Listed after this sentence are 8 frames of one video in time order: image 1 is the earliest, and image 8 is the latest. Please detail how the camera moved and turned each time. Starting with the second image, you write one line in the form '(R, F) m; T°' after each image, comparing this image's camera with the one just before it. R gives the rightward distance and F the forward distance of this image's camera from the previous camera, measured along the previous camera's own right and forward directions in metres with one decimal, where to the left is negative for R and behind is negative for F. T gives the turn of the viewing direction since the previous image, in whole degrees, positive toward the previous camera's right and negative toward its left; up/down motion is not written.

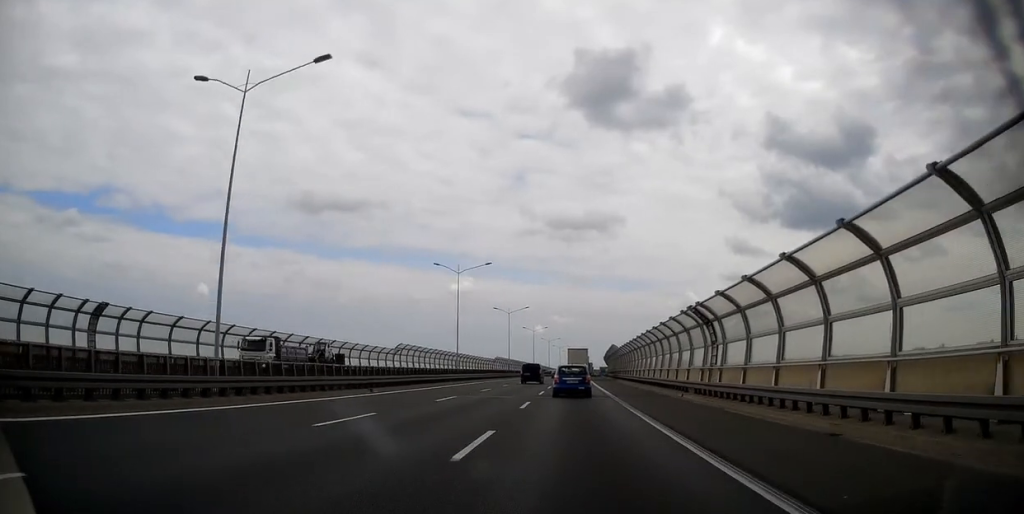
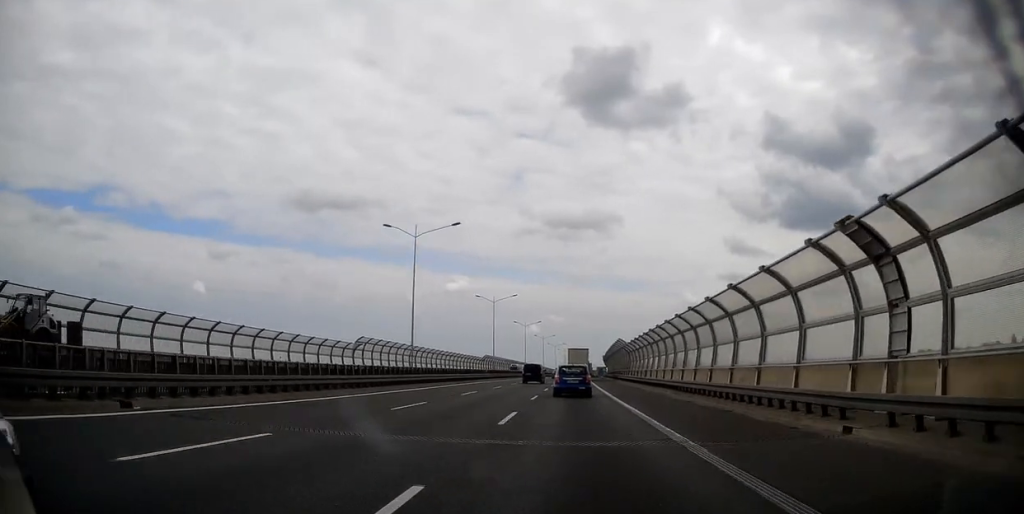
(0.0, +18.1) m; 0°
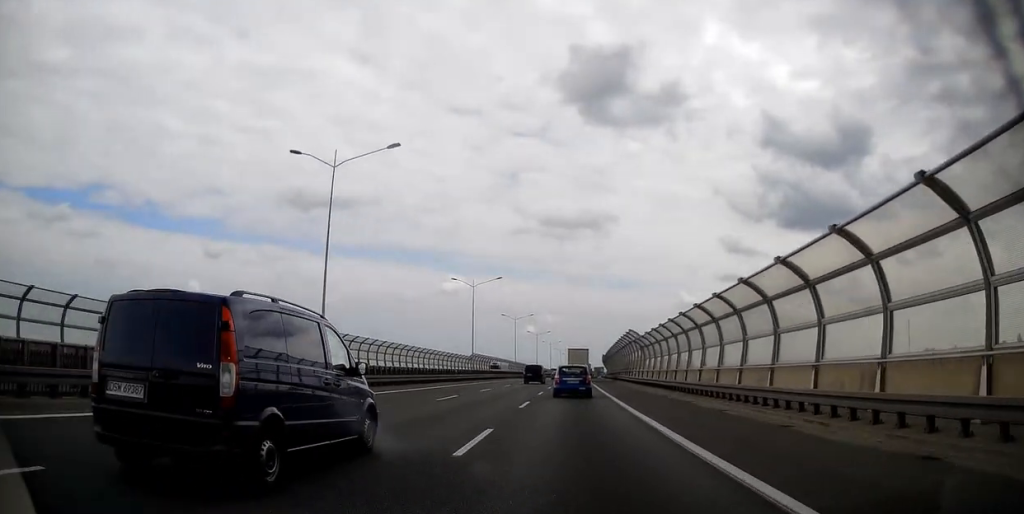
(0.0, +17.4) m; 0°
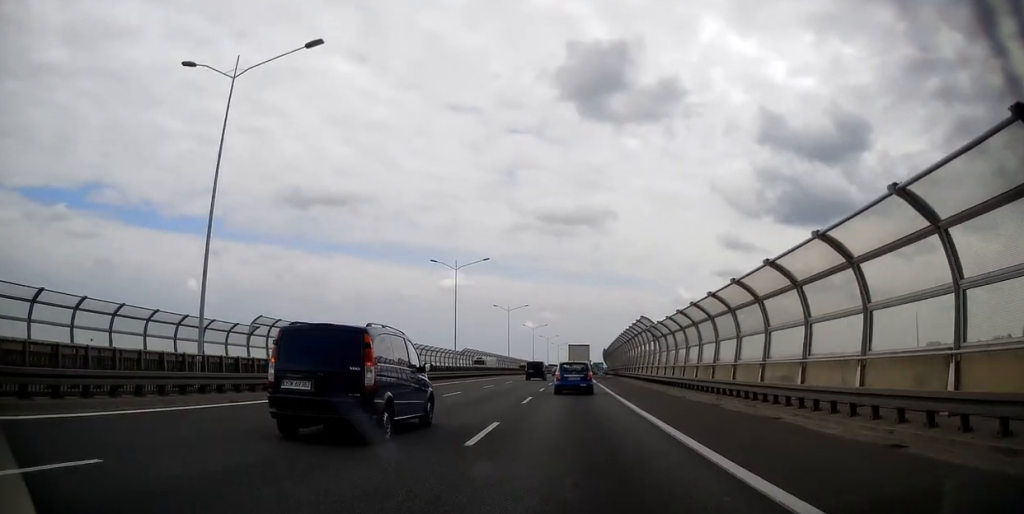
(0.0, +10.9) m; 0°
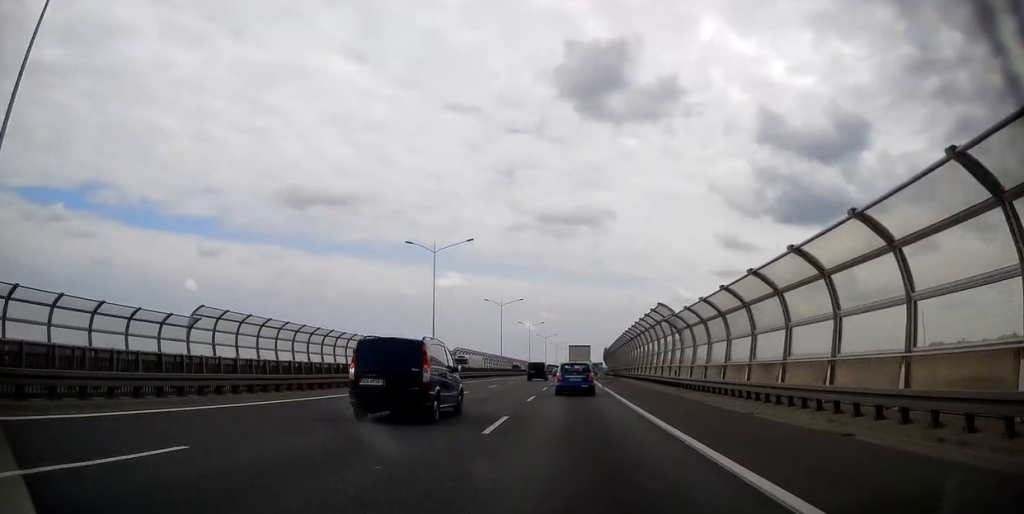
(-0.1, +10.1) m; 0°
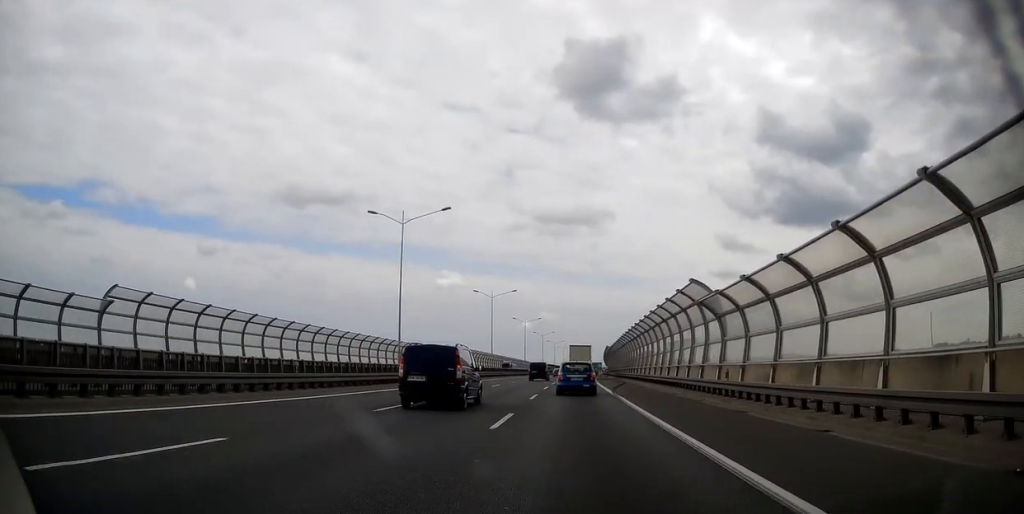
(+0.1, +10.9) m; 0°
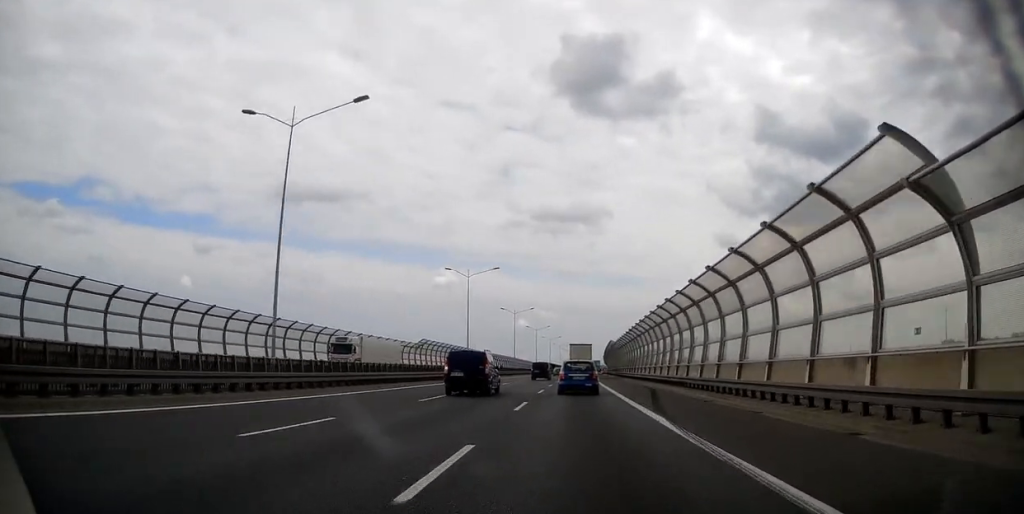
(+0.4, +19.3) m; 0°
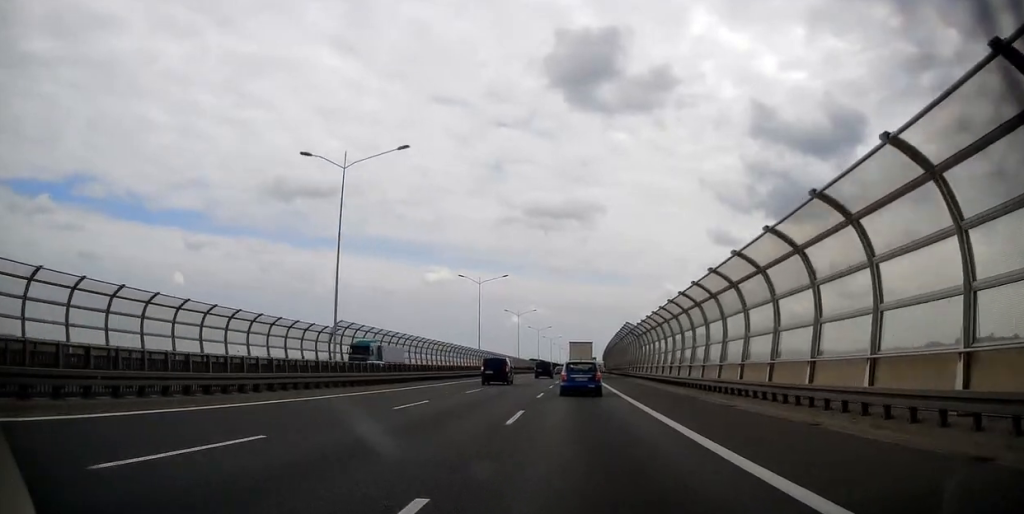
(-0.2, +39.5) m; +1°
